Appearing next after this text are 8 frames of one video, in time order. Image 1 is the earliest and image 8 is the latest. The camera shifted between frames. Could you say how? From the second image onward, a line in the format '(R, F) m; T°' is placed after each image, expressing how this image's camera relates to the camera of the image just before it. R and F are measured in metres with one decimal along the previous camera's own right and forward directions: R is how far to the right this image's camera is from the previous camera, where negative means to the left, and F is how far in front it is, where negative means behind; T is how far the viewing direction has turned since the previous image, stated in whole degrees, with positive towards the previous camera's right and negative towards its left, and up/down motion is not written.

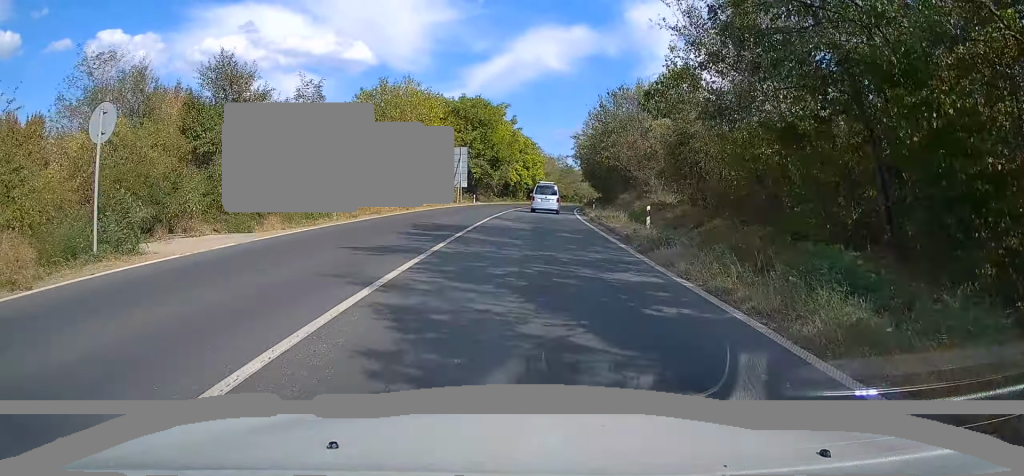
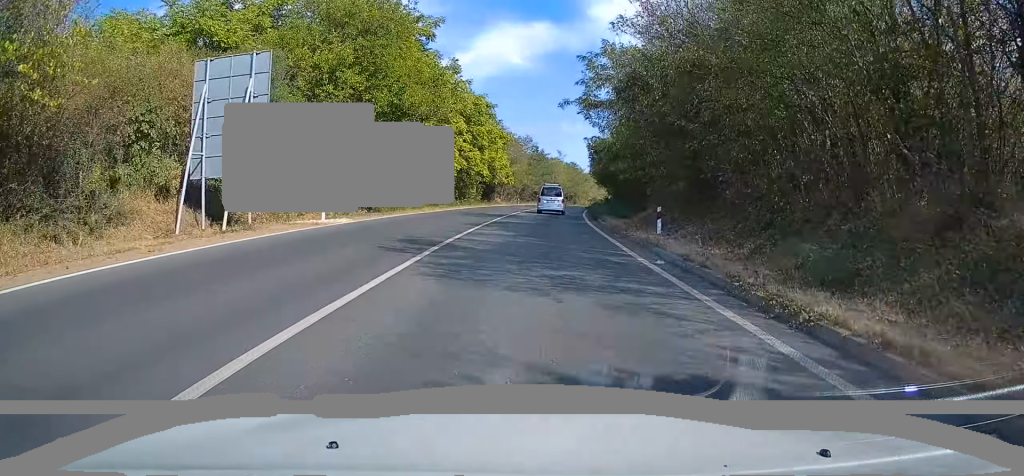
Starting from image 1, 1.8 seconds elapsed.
(+0.9, +39.3) m; +3°
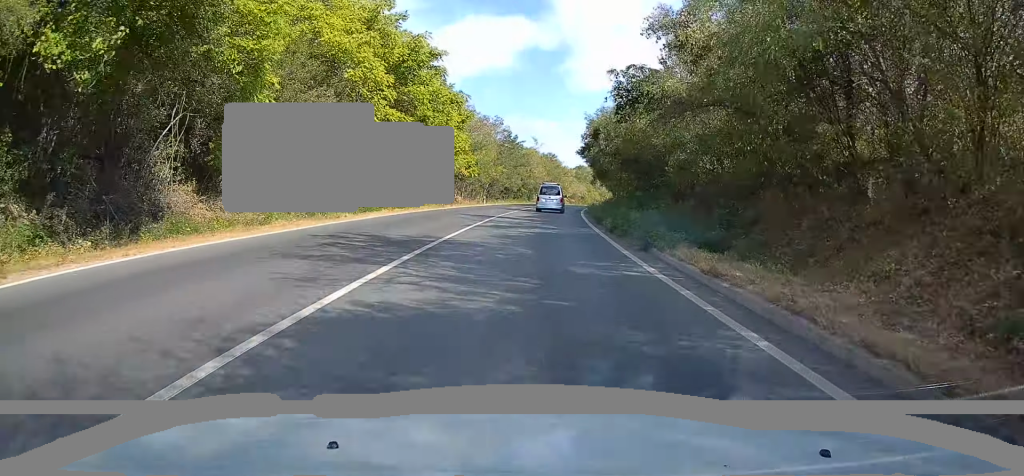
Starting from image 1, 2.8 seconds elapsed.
(+0.3, +20.6) m; +2°
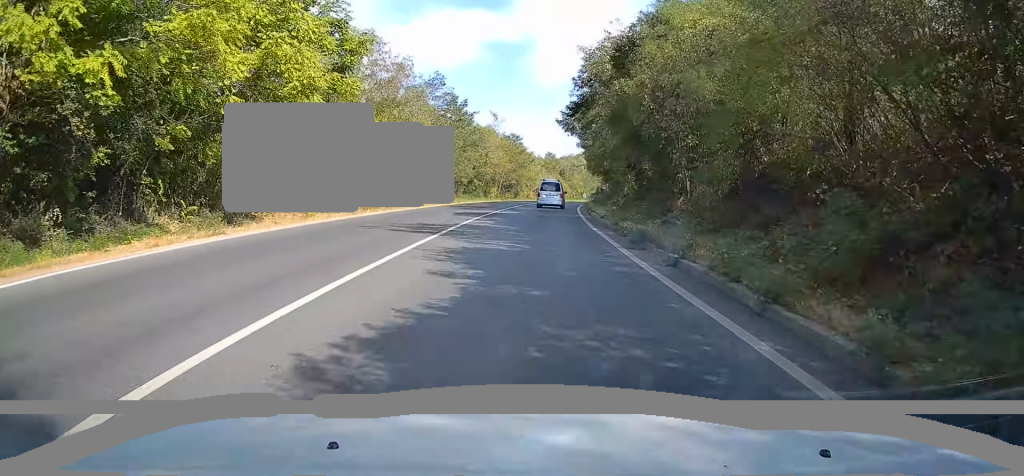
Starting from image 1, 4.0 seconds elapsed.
(+0.7, +27.7) m; +3°
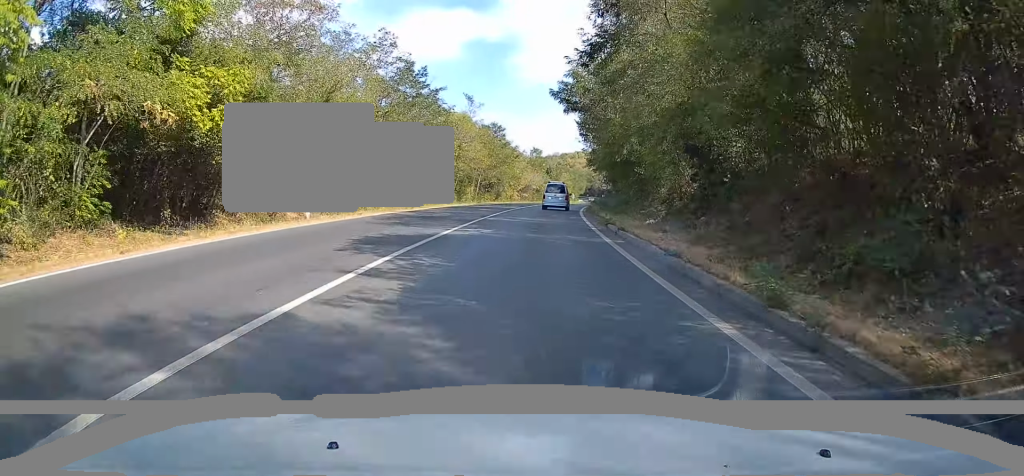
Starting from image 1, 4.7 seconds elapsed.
(+0.1, +15.0) m; +1°
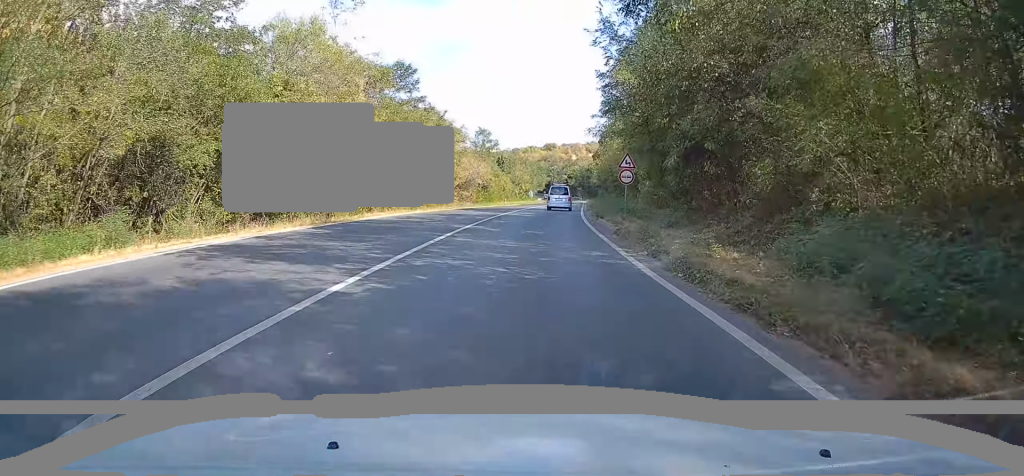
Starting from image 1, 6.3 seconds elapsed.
(+1.3, +36.4) m; +5°
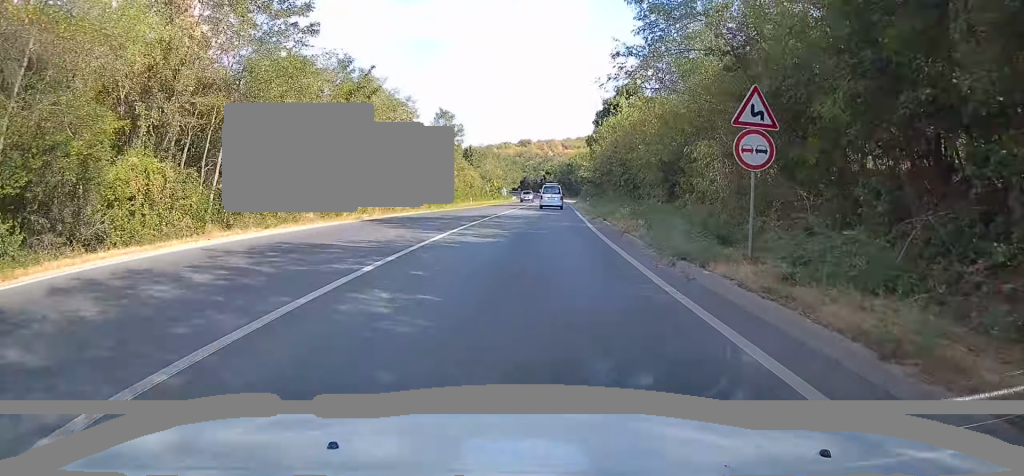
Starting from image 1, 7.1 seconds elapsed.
(+0.4, +18.8) m; +3°
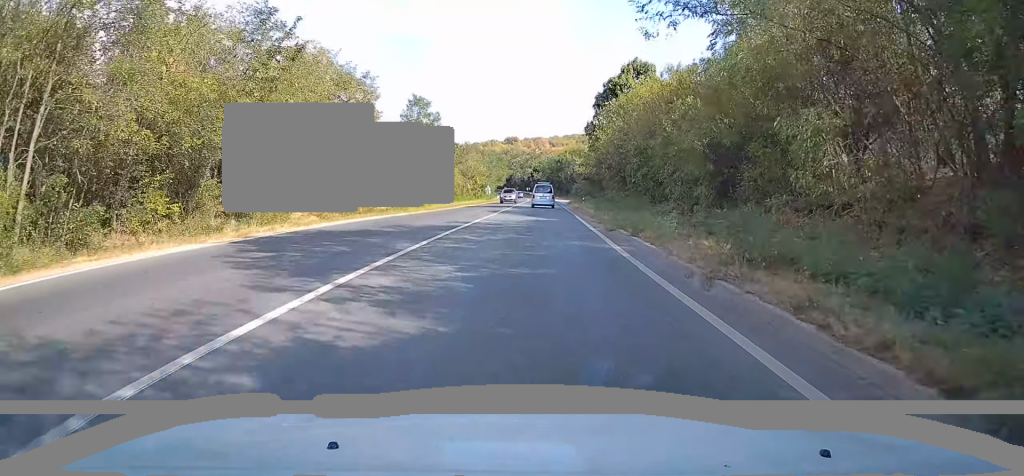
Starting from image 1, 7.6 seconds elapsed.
(-0.1, +9.9) m; +1°
